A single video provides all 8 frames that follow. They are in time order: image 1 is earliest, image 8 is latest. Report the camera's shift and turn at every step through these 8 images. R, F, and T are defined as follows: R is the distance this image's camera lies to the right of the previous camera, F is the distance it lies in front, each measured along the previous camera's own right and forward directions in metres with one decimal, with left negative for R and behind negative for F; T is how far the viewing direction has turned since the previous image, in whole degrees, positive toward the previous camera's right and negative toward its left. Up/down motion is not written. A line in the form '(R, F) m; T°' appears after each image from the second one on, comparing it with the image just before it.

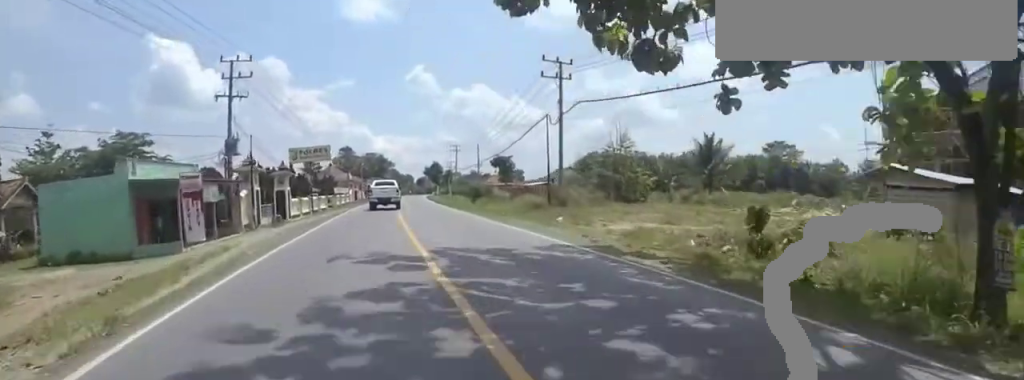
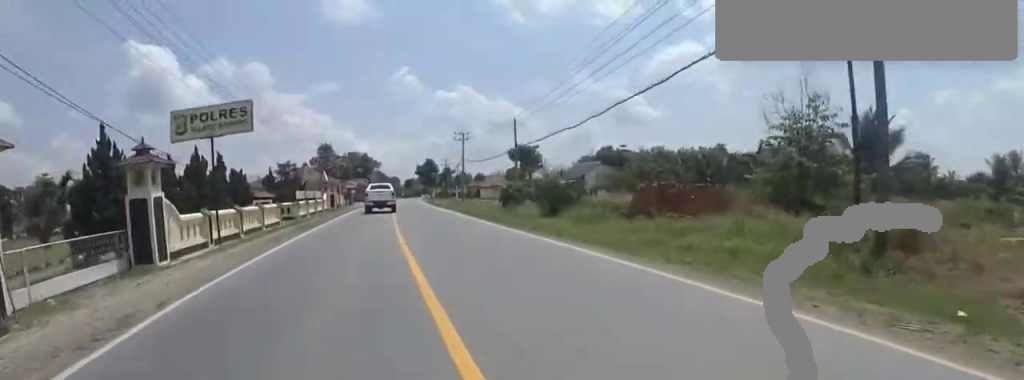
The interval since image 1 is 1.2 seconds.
(+0.1, +20.9) m; +3°
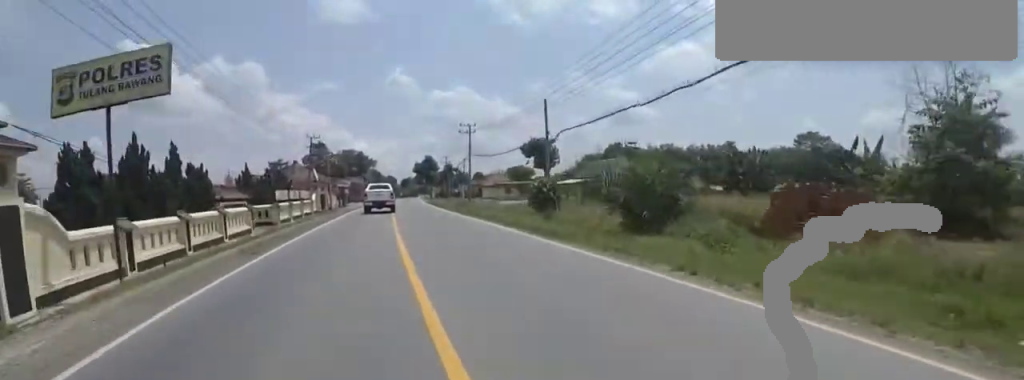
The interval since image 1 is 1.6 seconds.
(0.0, +7.5) m; +2°
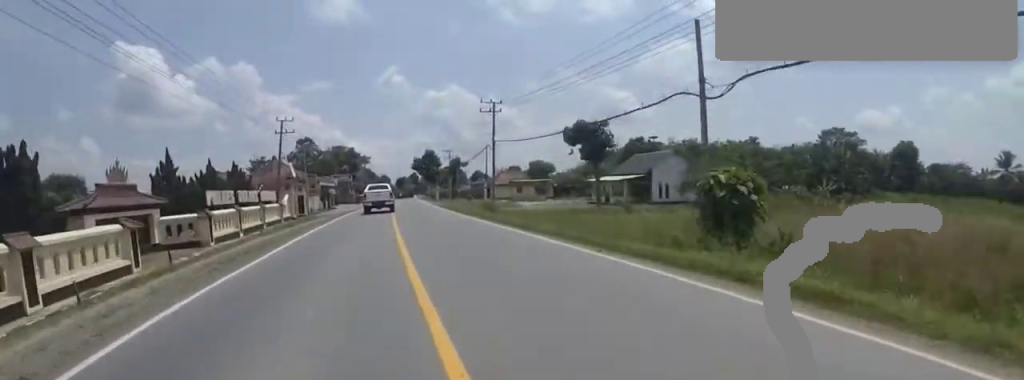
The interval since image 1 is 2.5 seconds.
(+1.1, +14.7) m; 0°
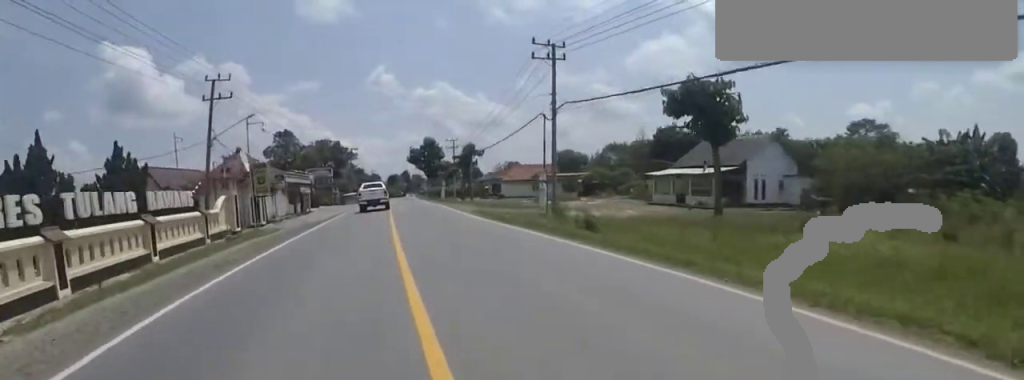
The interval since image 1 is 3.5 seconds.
(-1.2, +17.2) m; 0°
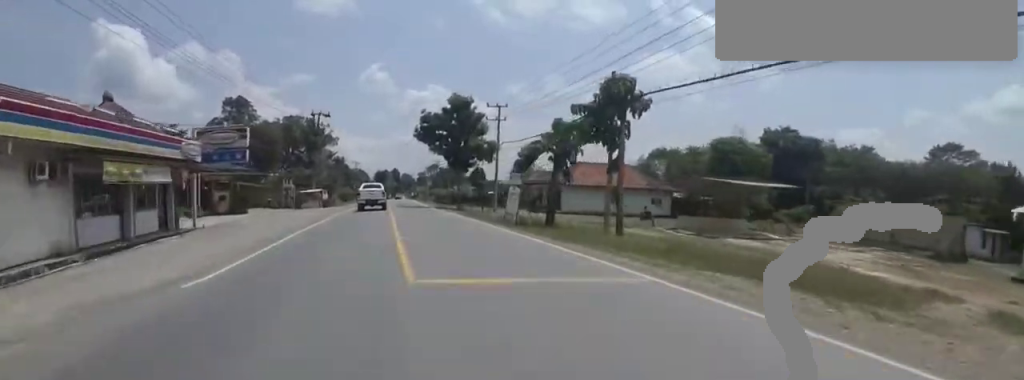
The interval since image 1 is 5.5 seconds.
(0.0, +35.1) m; 0°
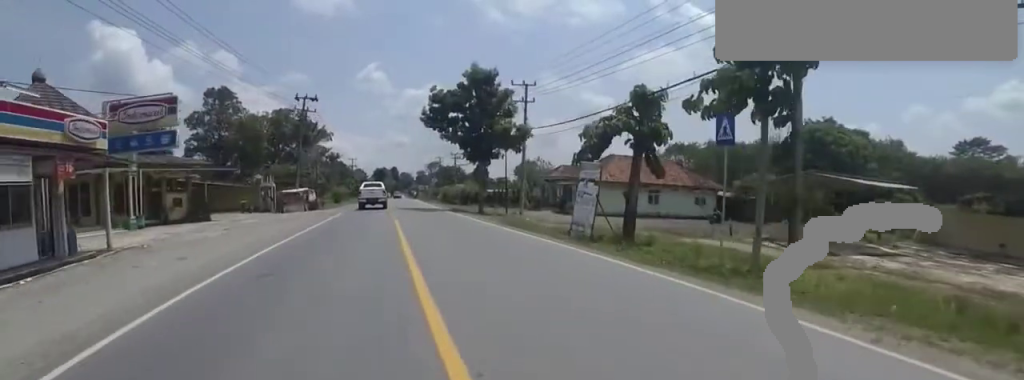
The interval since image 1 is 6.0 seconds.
(+0.7, +8.8) m; 0°
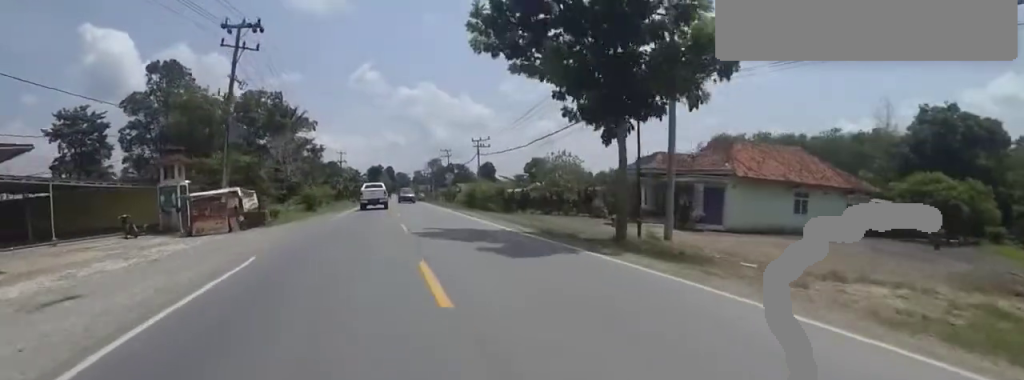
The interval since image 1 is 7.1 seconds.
(-0.3, +19.1) m; 0°
